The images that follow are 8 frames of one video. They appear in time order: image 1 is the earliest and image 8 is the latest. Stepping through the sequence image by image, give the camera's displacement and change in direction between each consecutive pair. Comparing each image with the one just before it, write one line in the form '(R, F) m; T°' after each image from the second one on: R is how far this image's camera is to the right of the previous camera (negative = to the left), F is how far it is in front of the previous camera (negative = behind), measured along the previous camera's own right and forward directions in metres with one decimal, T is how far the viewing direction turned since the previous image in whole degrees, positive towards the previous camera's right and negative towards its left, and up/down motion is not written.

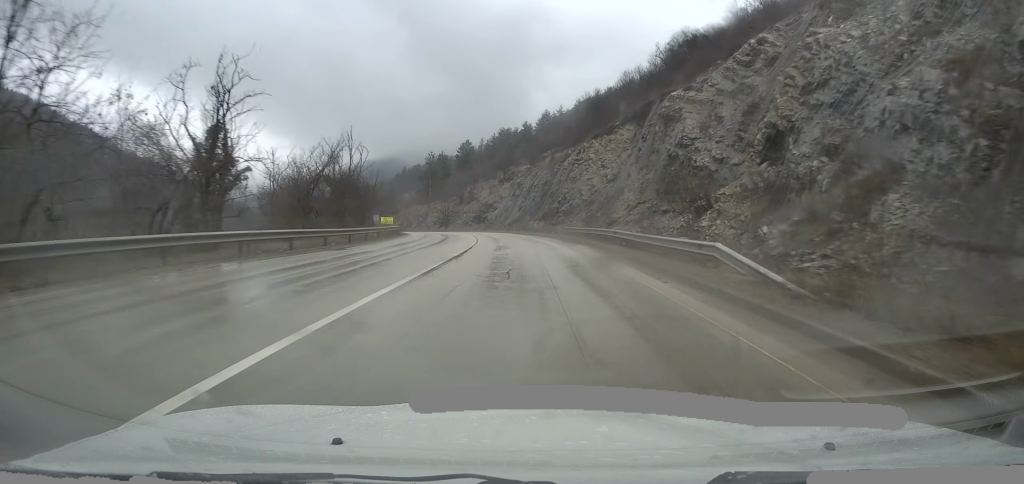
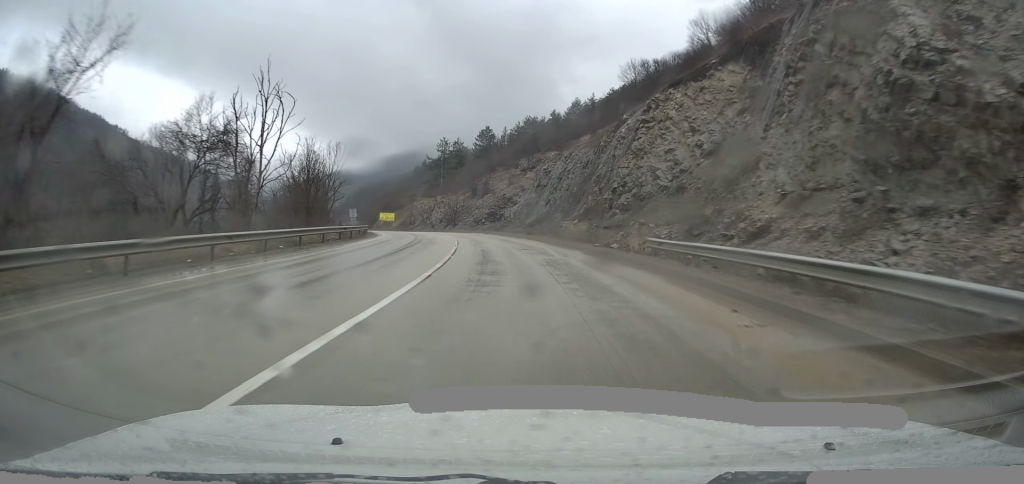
(-0.2, +22.2) m; -1°
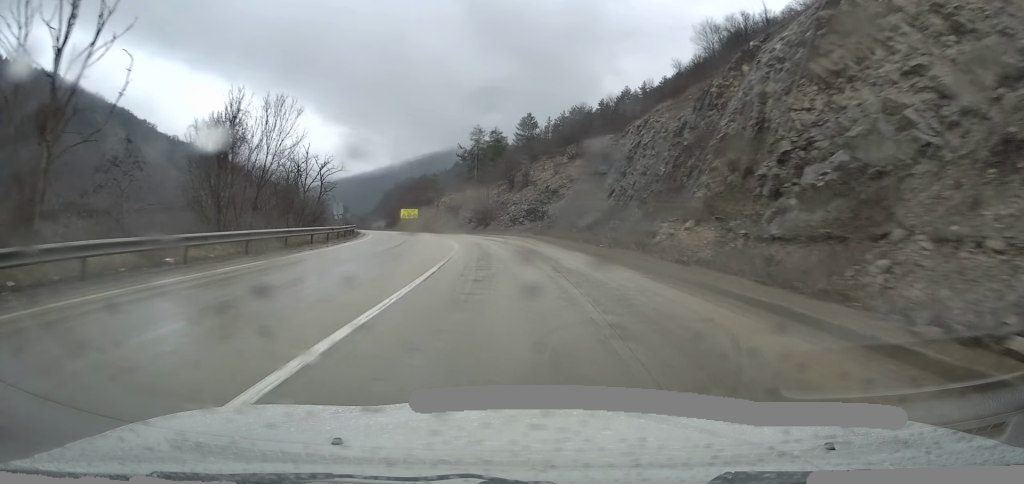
(-0.2, +18.0) m; -3°
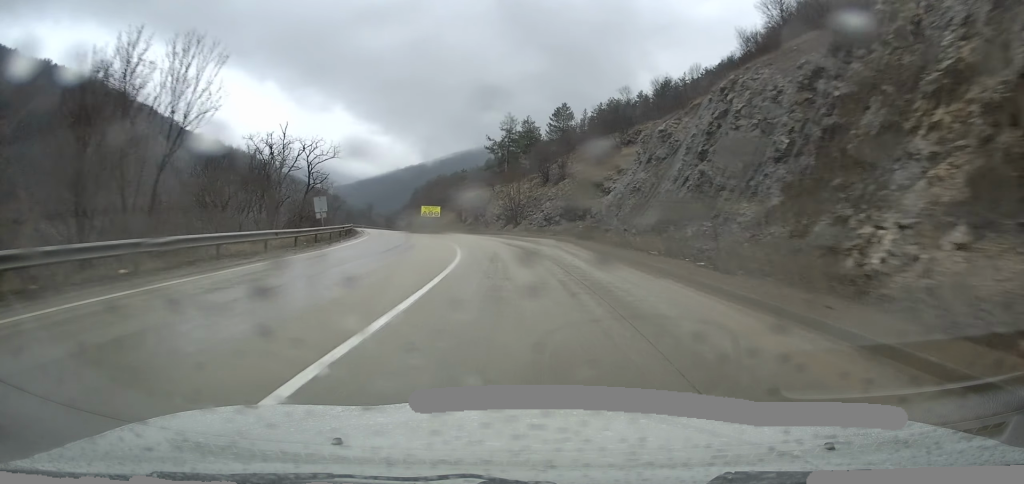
(-0.2, +10.8) m; -3°
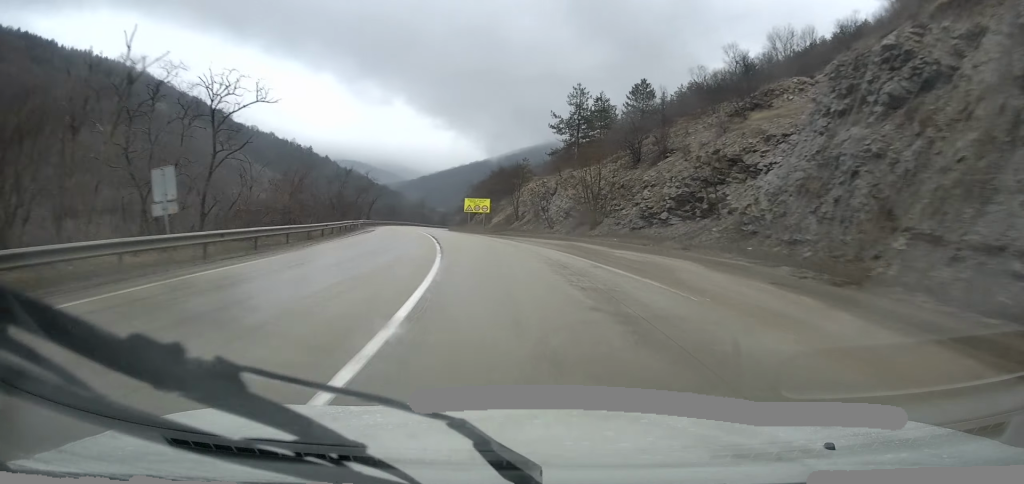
(-1.2, +20.9) m; -6°
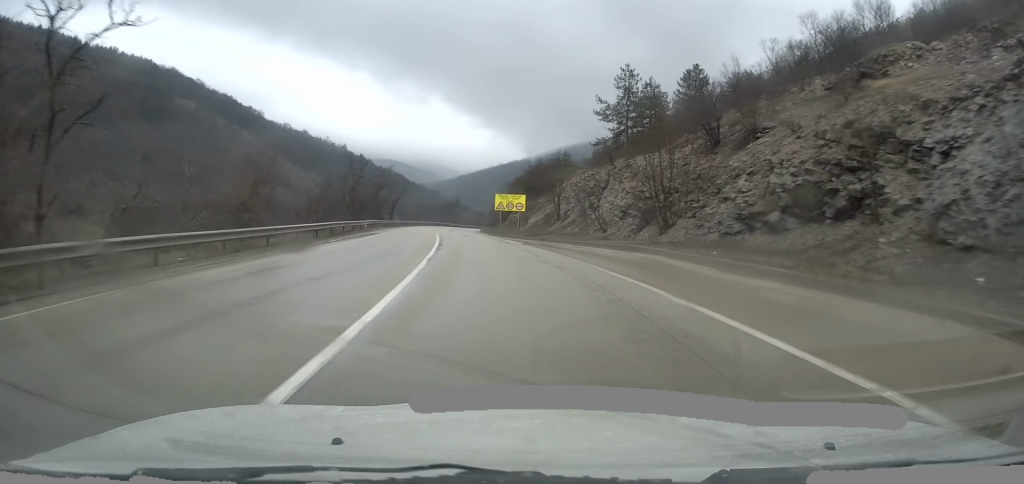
(-0.2, +10.8) m; -3°
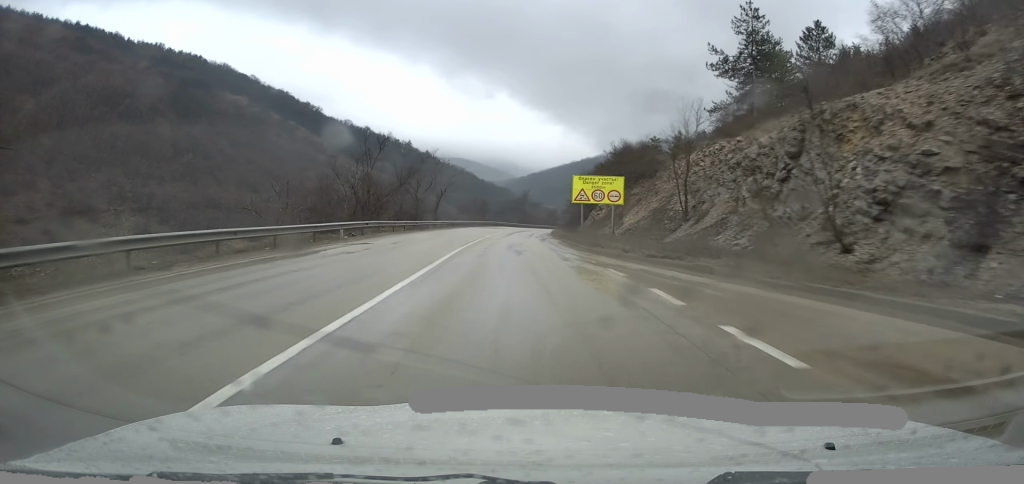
(-1.2, +22.2) m; -5°
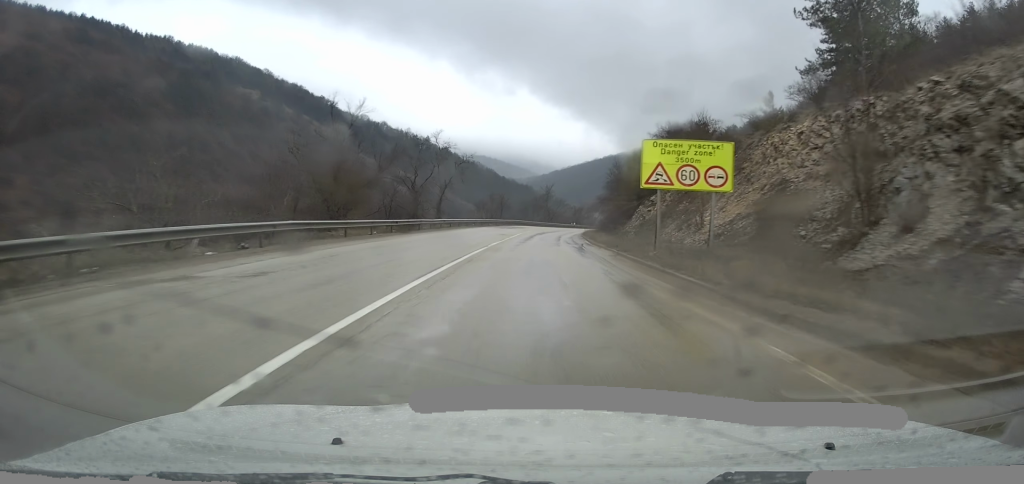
(-0.3, +14.6) m; -3°
